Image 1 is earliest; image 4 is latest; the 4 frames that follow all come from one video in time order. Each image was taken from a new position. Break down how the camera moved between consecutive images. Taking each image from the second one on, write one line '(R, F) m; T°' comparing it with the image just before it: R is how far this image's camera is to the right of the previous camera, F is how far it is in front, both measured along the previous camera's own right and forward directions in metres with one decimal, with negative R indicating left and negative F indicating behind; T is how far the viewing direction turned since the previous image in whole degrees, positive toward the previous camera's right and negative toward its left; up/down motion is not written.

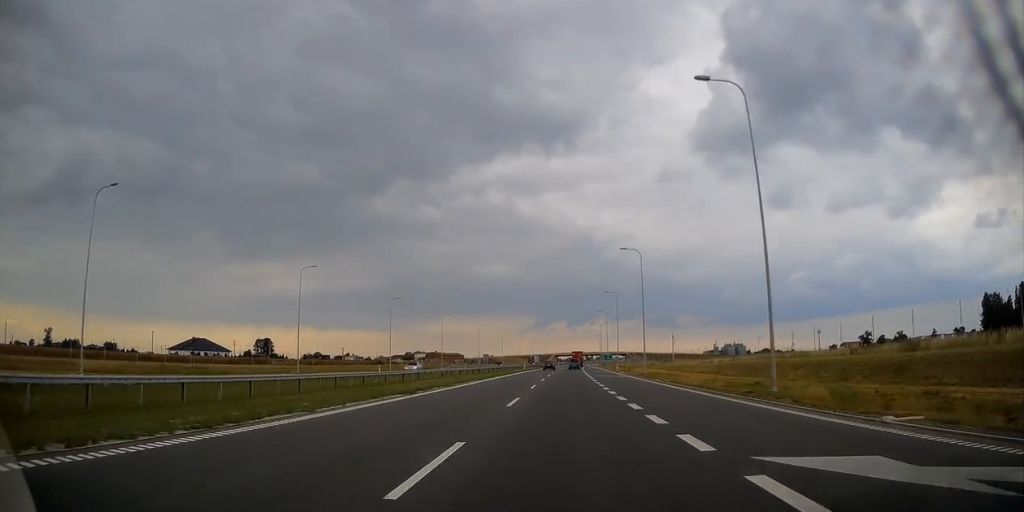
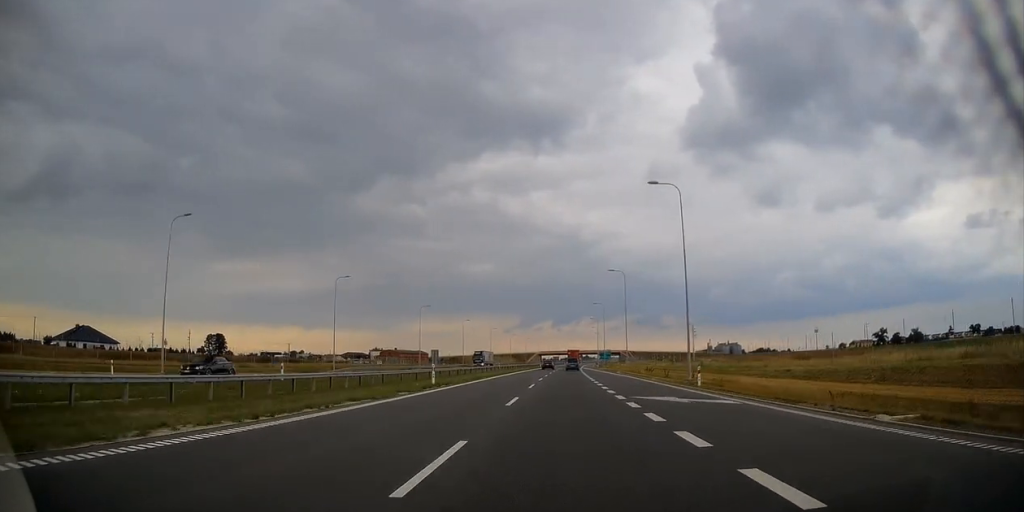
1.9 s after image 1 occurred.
(+0.6, +60.1) m; +1°
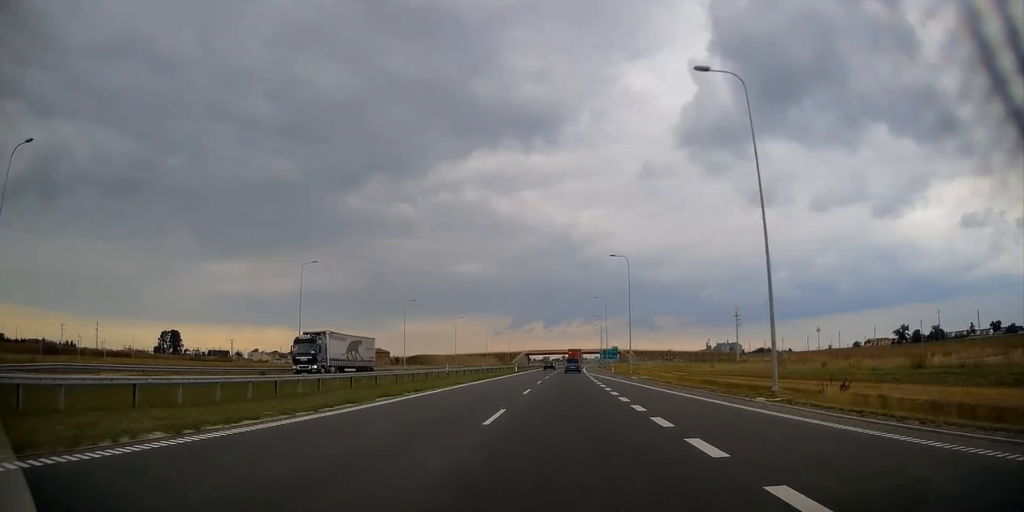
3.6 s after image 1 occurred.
(+0.6, +53.5) m; +1°
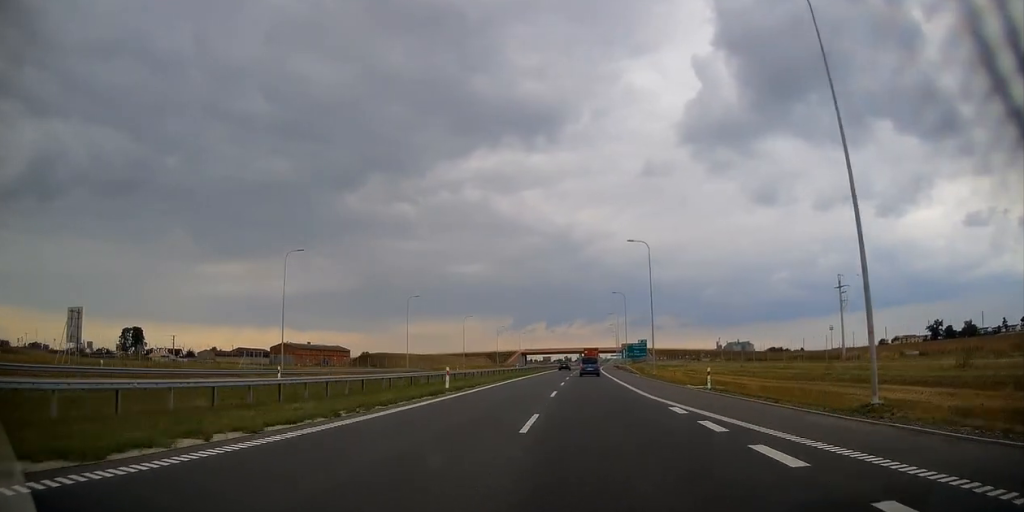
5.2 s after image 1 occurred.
(+0.2, +49.6) m; 0°
